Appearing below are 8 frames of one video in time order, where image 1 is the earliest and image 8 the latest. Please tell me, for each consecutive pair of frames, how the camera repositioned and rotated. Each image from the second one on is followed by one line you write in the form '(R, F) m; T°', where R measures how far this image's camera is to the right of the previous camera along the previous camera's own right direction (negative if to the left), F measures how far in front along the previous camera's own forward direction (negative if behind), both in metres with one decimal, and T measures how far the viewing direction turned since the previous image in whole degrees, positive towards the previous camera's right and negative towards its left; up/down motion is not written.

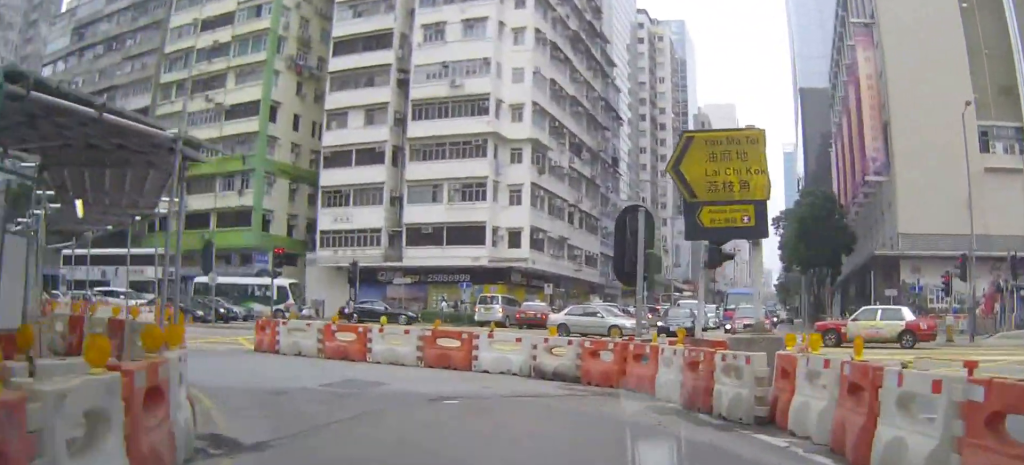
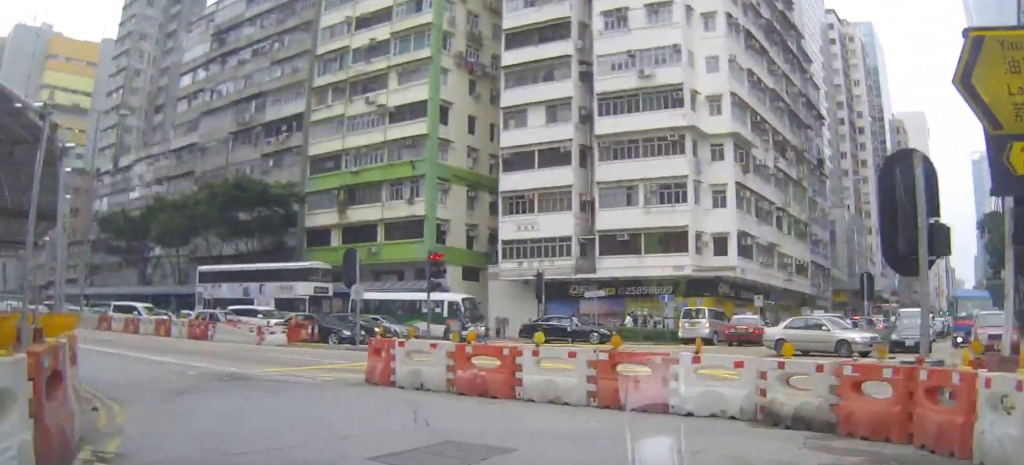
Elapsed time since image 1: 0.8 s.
(-0.4, +6.4) m; -20°
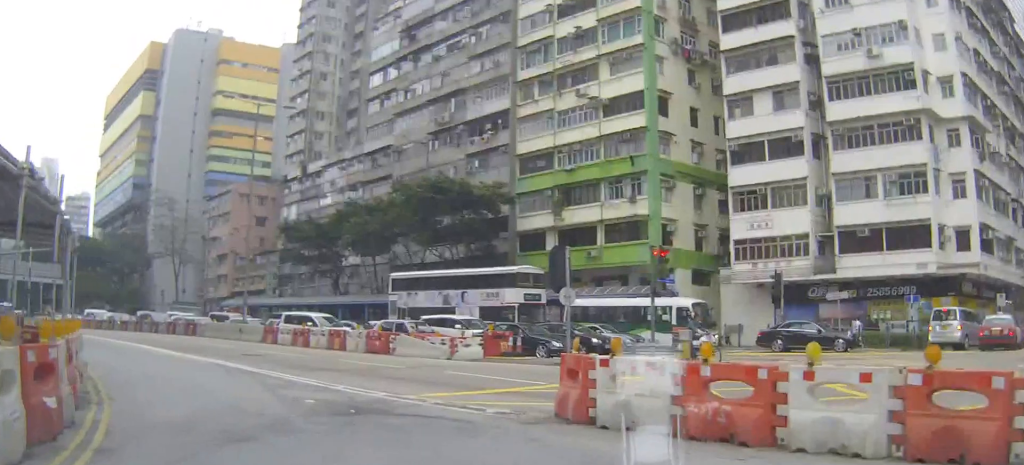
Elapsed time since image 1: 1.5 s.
(+0.5, +4.5) m; -27°
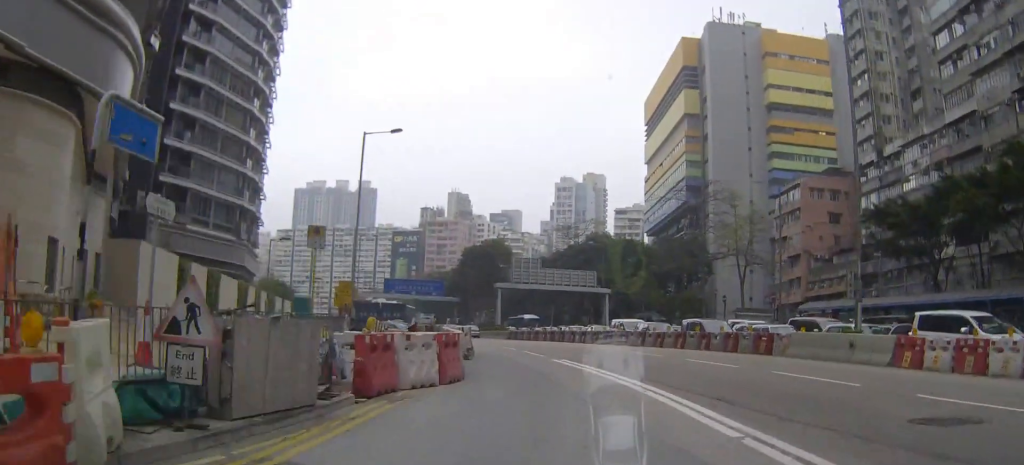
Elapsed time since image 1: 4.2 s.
(-11.3, +14.2) m; -50°
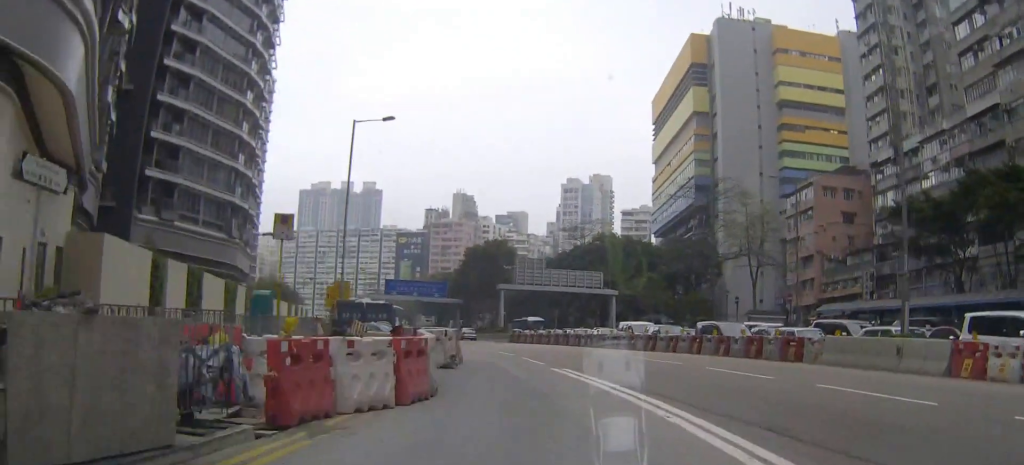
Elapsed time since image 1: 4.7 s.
(0.0, +4.2) m; 0°
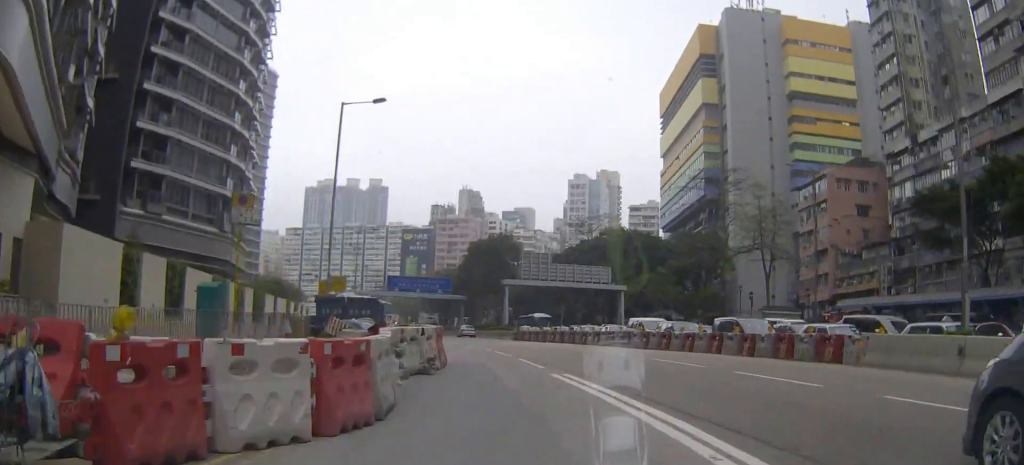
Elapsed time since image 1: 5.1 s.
(+0.2, +4.5) m; +4°
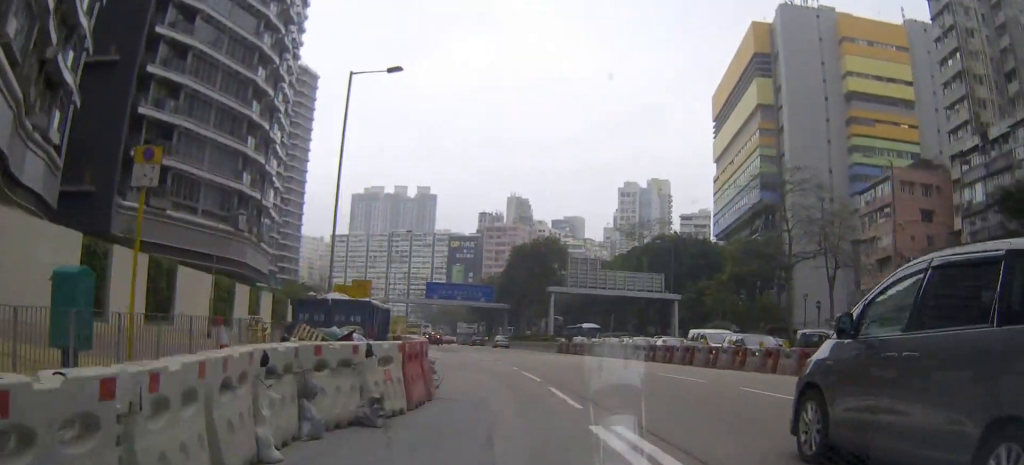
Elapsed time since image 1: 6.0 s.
(+0.6, +10.2) m; +4°
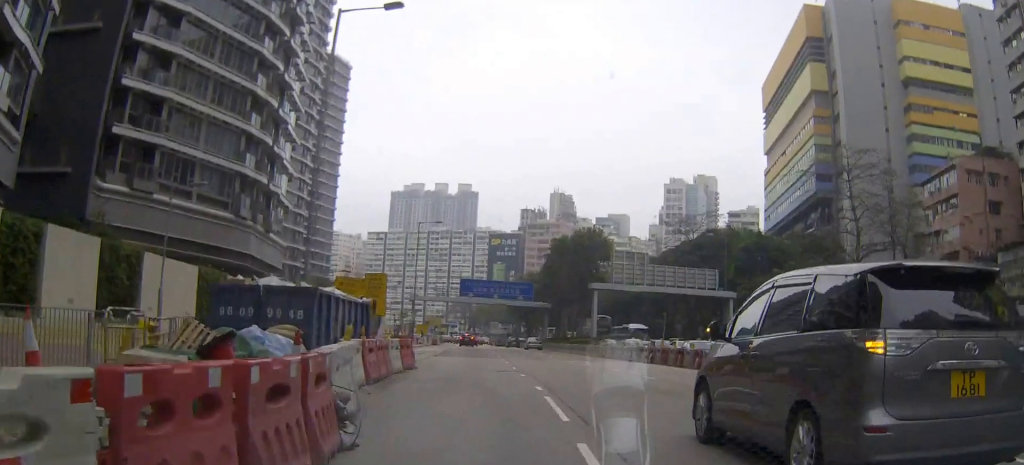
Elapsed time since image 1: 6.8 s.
(+0.3, +11.5) m; +5°
